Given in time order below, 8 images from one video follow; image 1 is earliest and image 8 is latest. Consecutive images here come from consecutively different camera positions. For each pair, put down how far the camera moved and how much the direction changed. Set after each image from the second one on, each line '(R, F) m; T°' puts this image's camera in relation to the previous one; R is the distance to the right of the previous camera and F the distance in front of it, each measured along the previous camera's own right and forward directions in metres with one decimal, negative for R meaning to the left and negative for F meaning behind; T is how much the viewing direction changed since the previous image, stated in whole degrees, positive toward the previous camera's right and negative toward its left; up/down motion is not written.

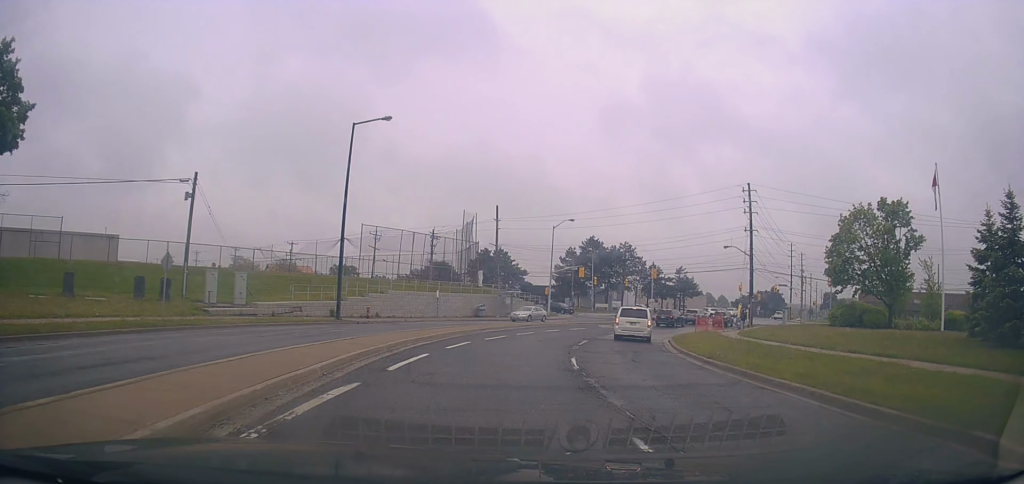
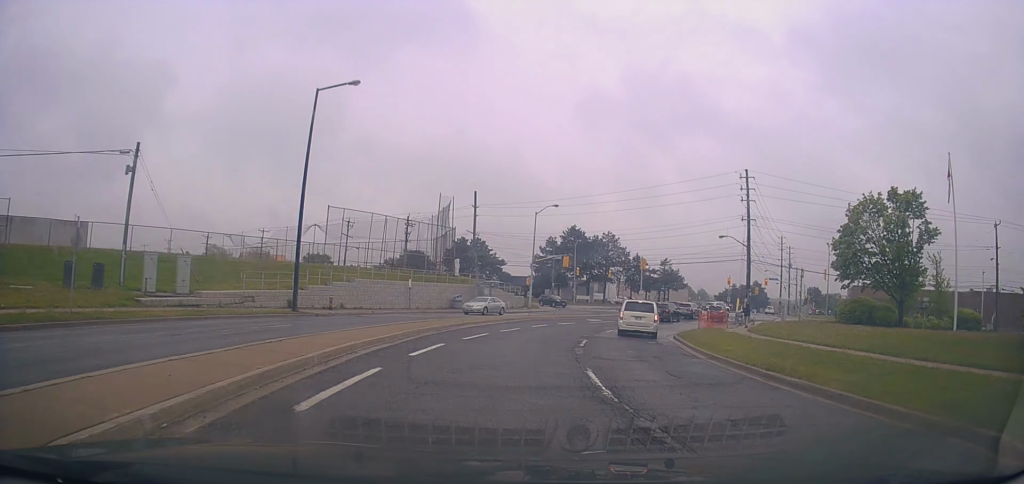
(0.0, +4.7) m; +1°
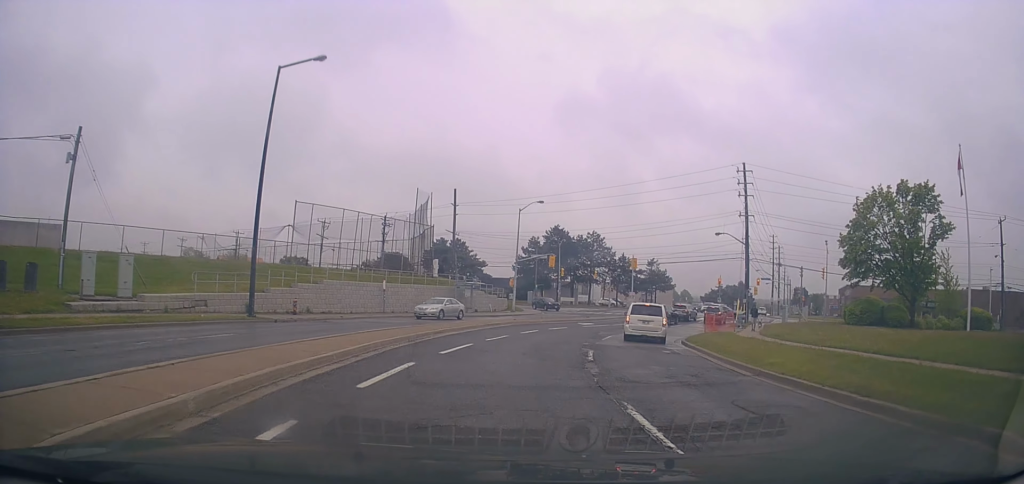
(-0.1, +3.9) m; +1°
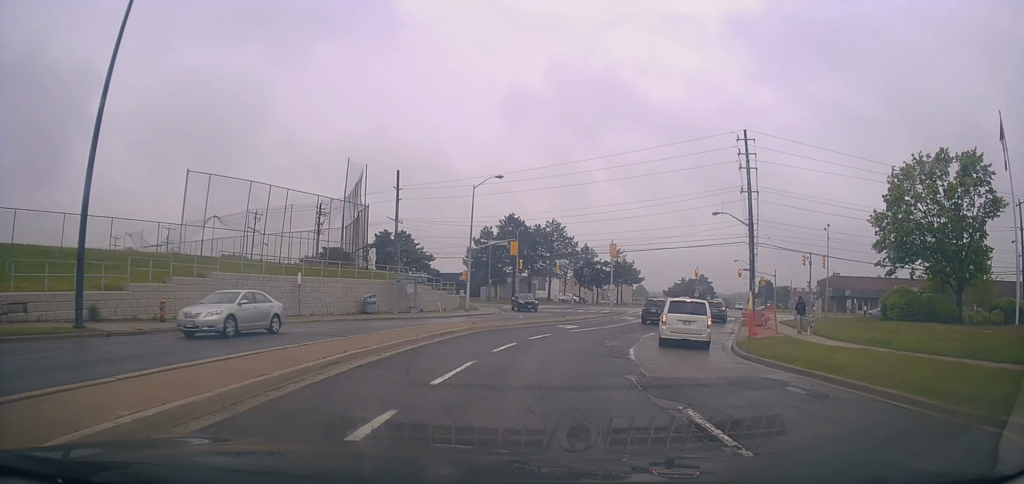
(+0.7, +10.5) m; +9°
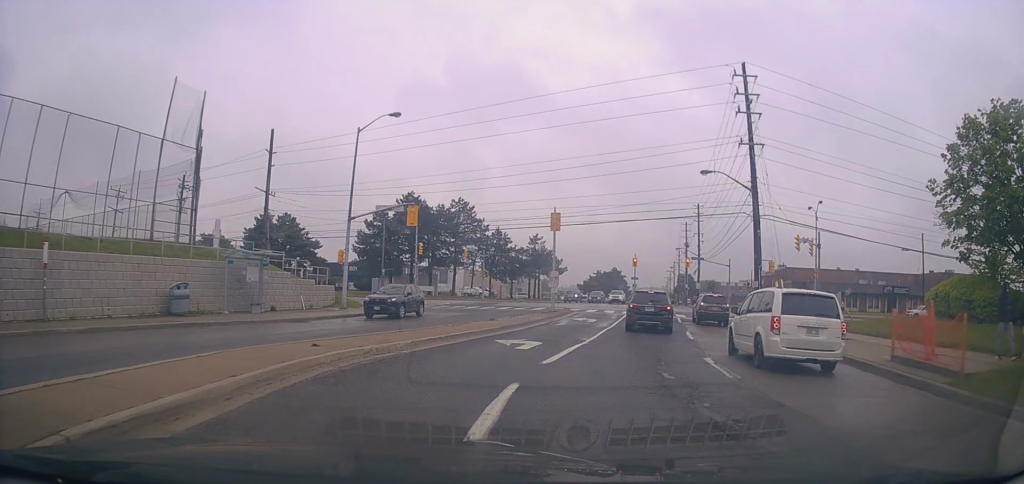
(+2.1, +14.8) m; +12°
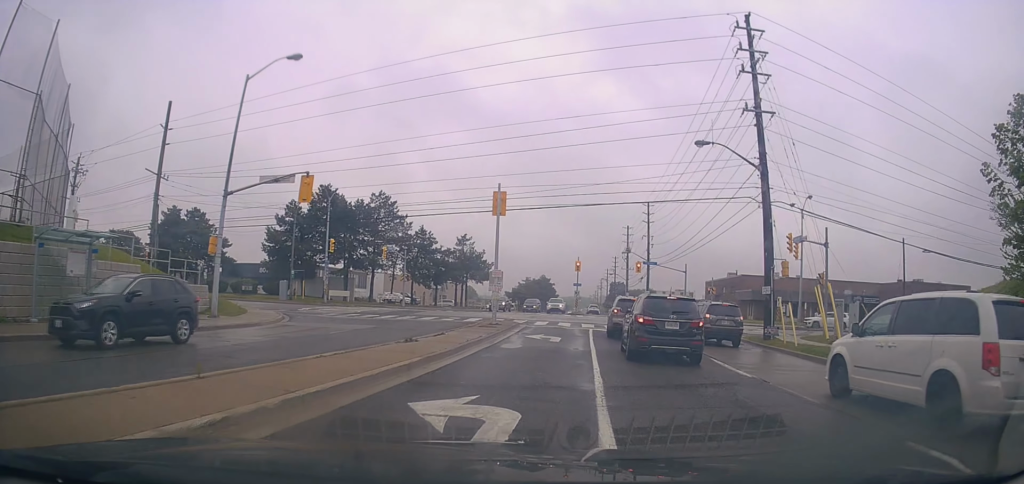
(+0.2, +8.8) m; +8°
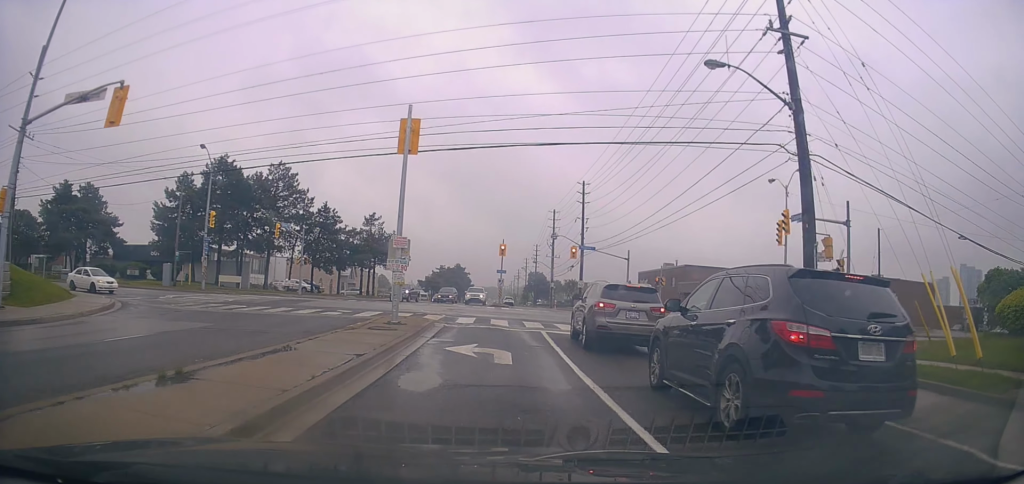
(+1.2, +9.4) m; +13°
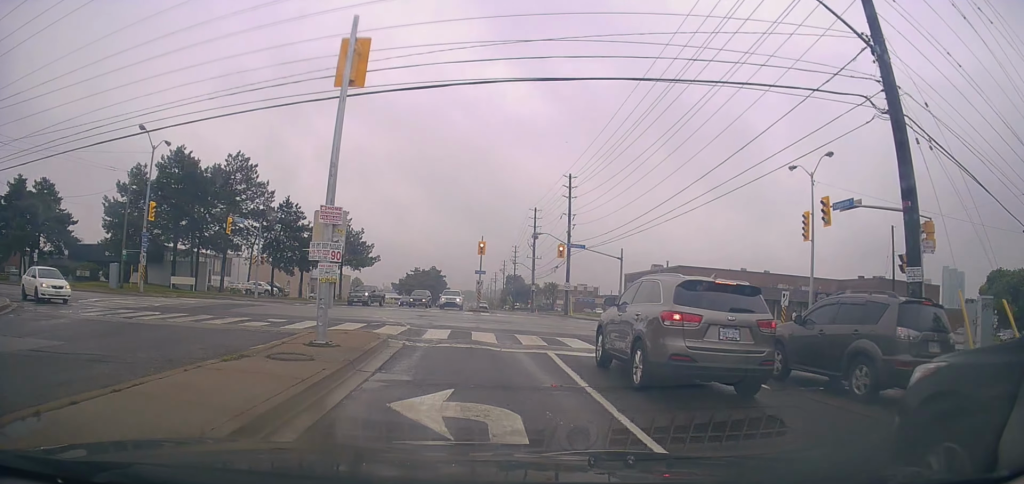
(+0.3, +5.8) m; -1°
